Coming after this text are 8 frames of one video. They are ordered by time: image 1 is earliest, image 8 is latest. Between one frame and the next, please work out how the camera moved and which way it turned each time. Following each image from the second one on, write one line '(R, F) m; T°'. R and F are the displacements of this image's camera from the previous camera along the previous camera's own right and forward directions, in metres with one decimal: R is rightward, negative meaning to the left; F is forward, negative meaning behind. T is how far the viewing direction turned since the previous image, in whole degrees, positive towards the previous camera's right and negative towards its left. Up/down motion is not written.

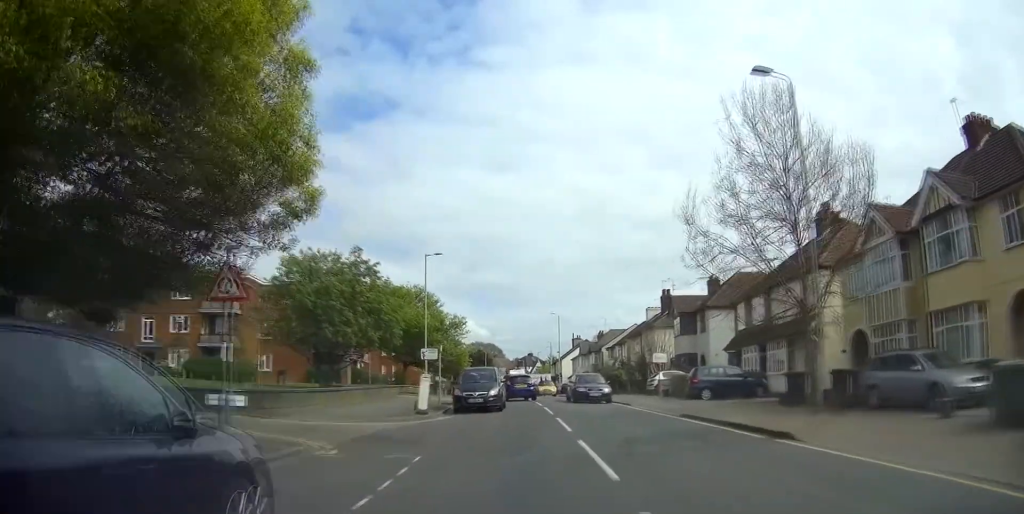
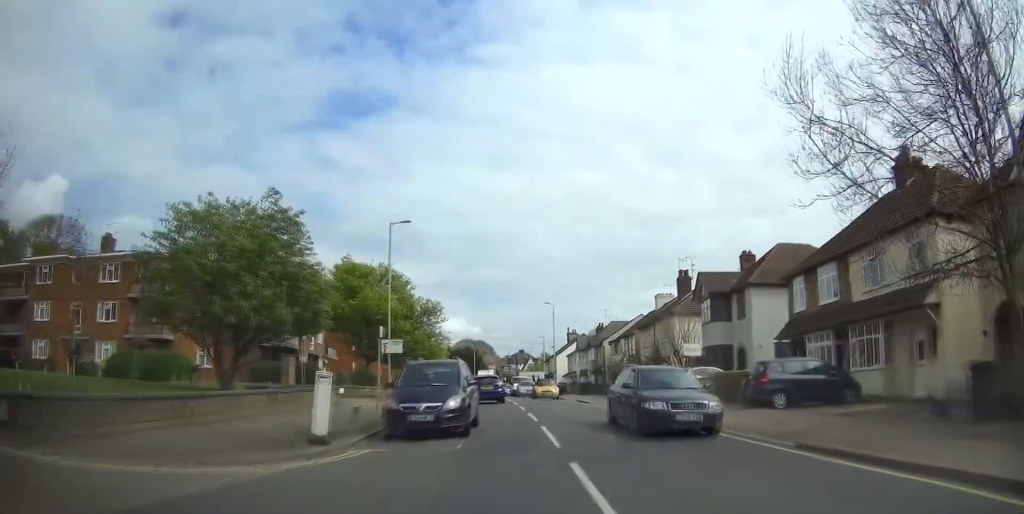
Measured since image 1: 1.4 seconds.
(+0.4, +10.0) m; +3°
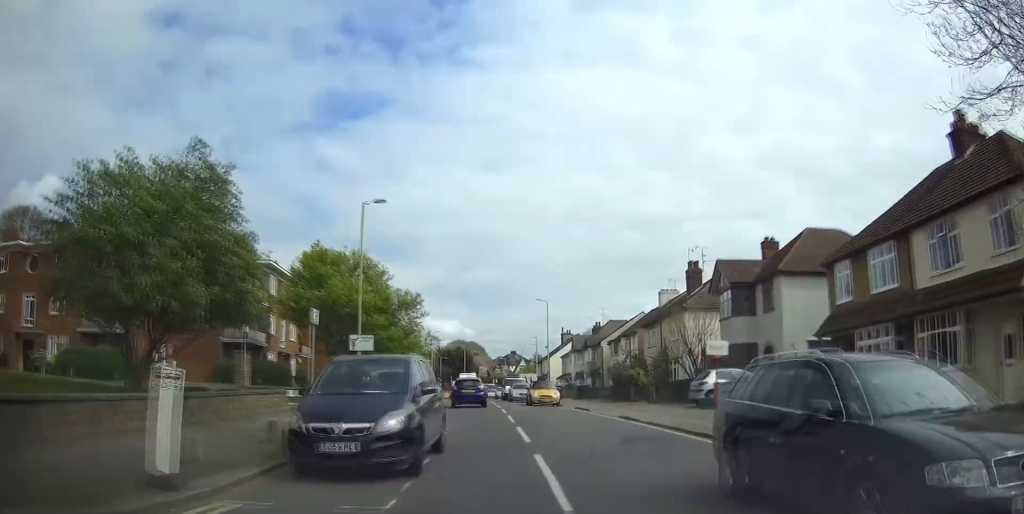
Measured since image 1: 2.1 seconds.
(0.0, +5.3) m; 0°
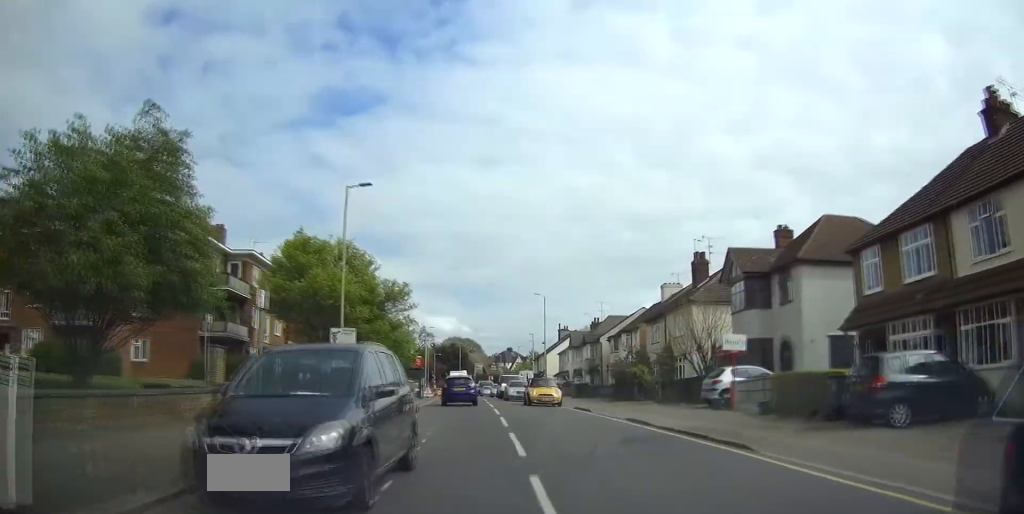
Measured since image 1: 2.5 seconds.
(0.0, +2.6) m; -1°
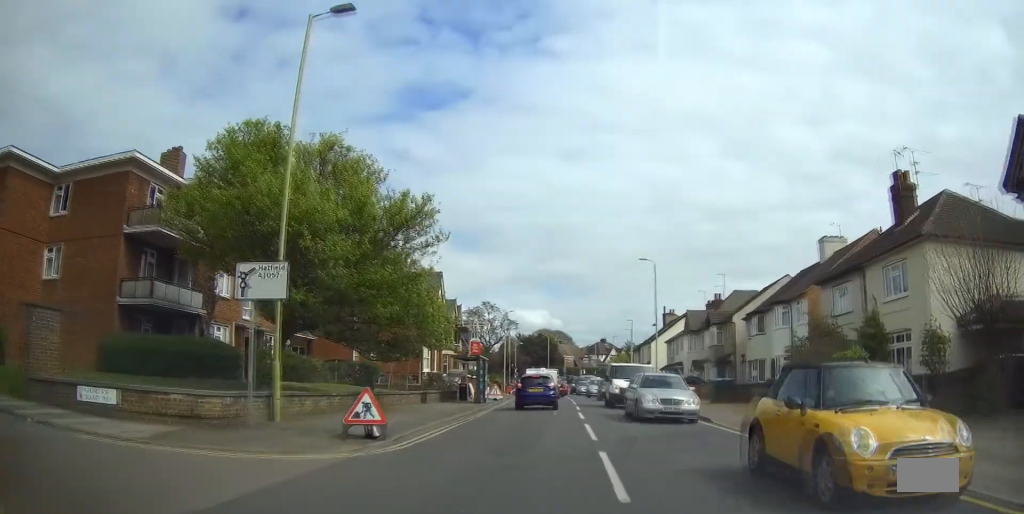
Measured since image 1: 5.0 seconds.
(-0.7, +17.0) m; -4°
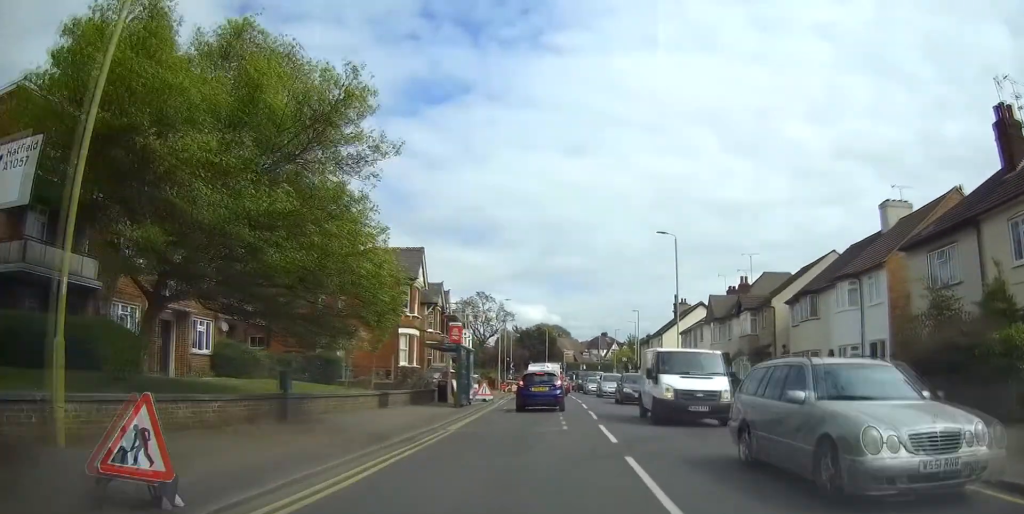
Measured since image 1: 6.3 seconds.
(-0.2, +8.1) m; -6°
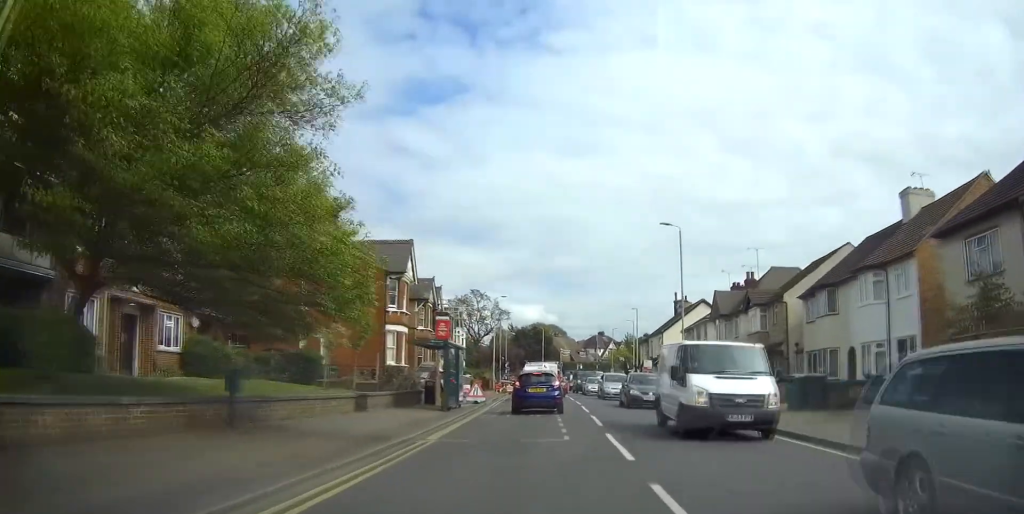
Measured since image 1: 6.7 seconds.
(+0.1, +2.7) m; -3°
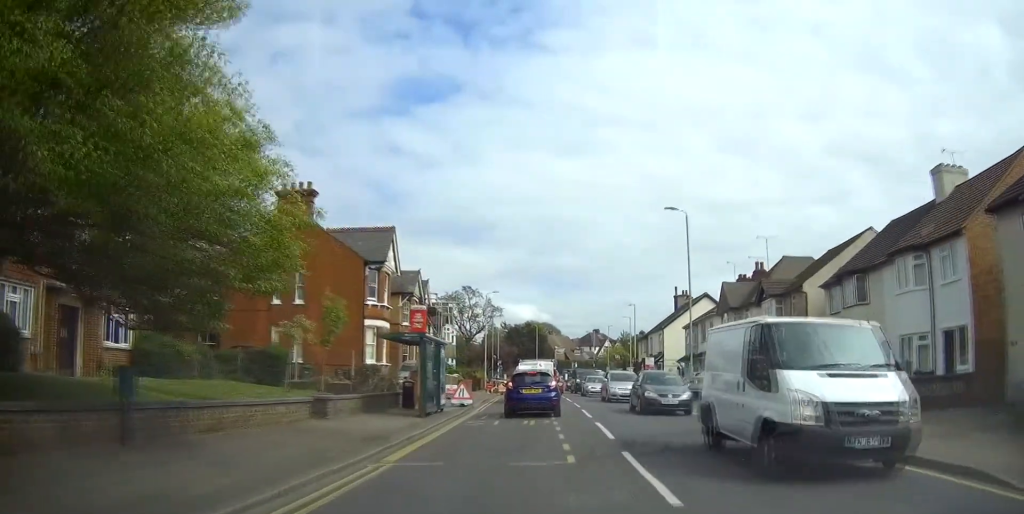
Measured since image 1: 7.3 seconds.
(-0.4, +3.6) m; -1°
